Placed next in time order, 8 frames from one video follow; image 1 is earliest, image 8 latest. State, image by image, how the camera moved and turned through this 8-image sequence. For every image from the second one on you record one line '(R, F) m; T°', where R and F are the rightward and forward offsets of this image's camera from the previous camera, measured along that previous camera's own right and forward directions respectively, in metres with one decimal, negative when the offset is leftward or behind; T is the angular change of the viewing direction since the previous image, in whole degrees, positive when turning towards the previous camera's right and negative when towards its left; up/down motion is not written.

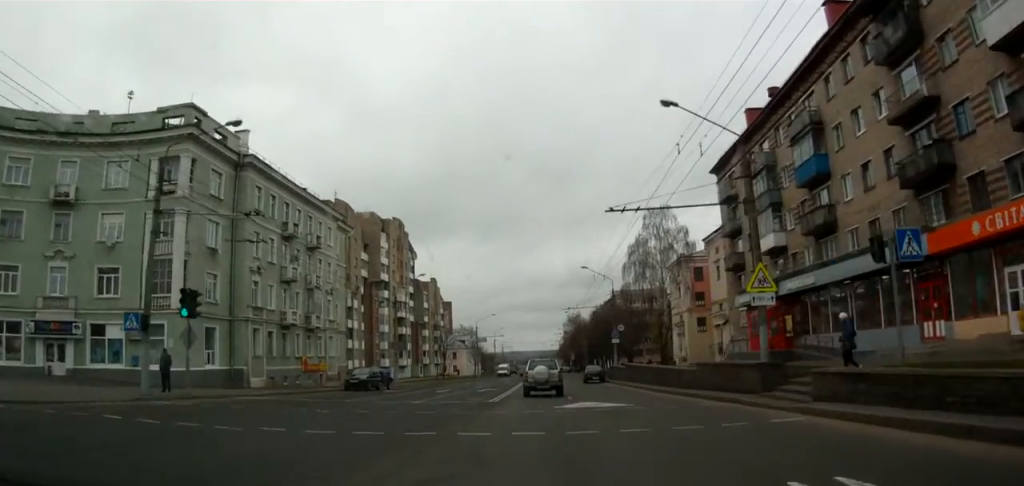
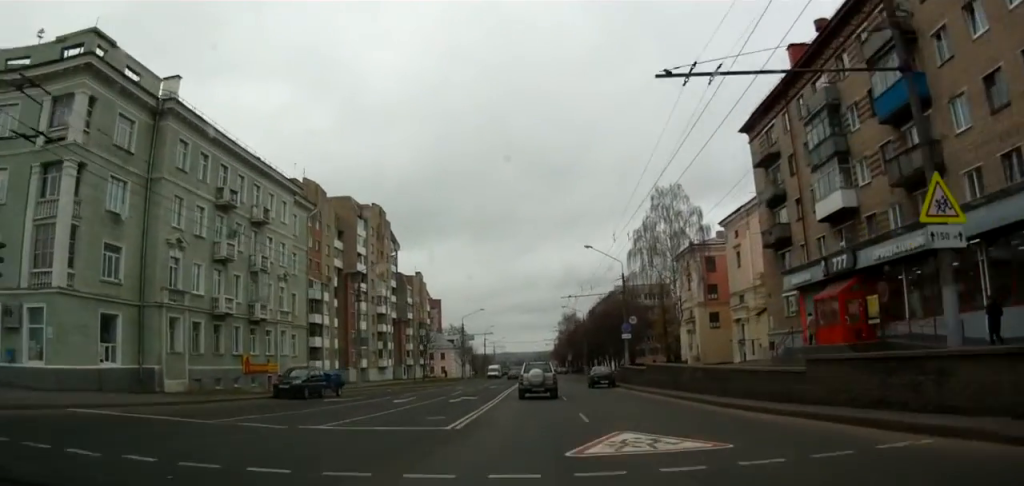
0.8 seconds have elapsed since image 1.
(+0.2, +10.7) m; +2°
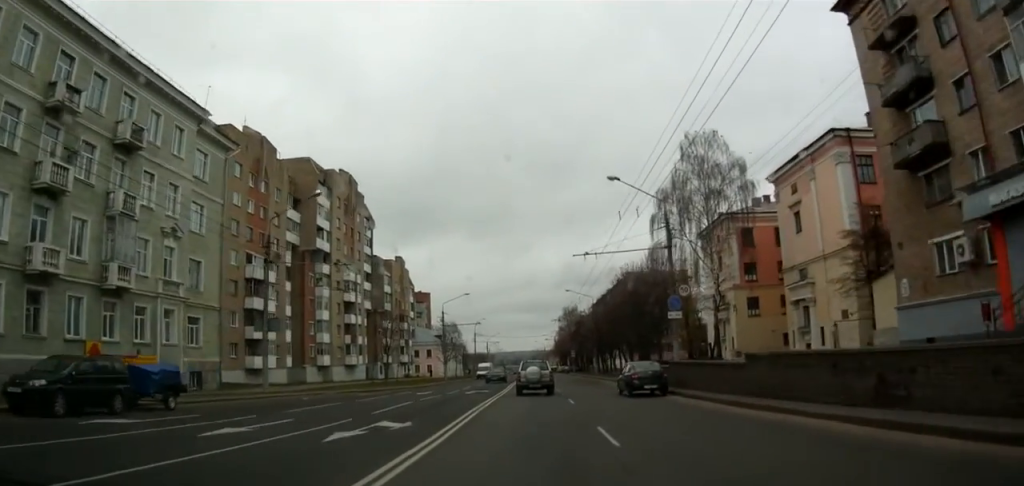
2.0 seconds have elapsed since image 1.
(+0.4, +17.6) m; +1°
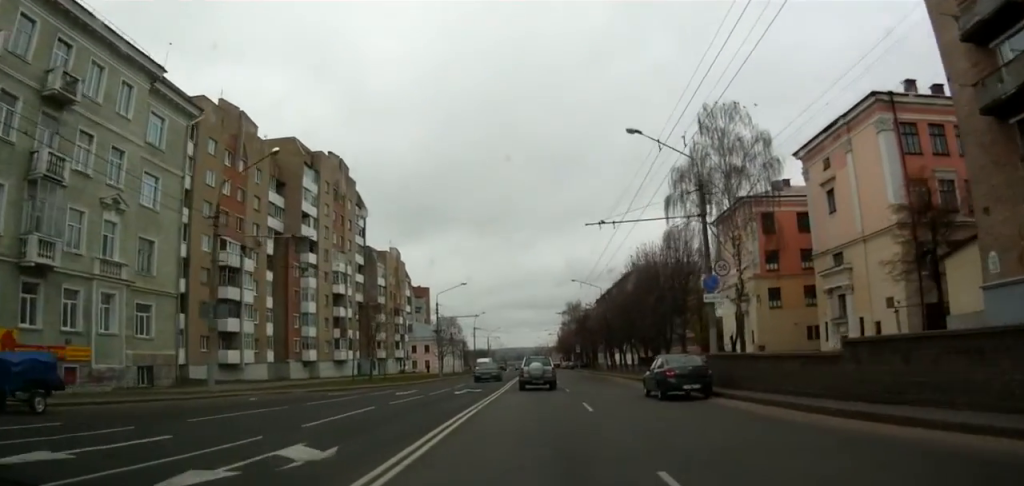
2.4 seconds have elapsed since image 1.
(0.0, +6.3) m; 0°
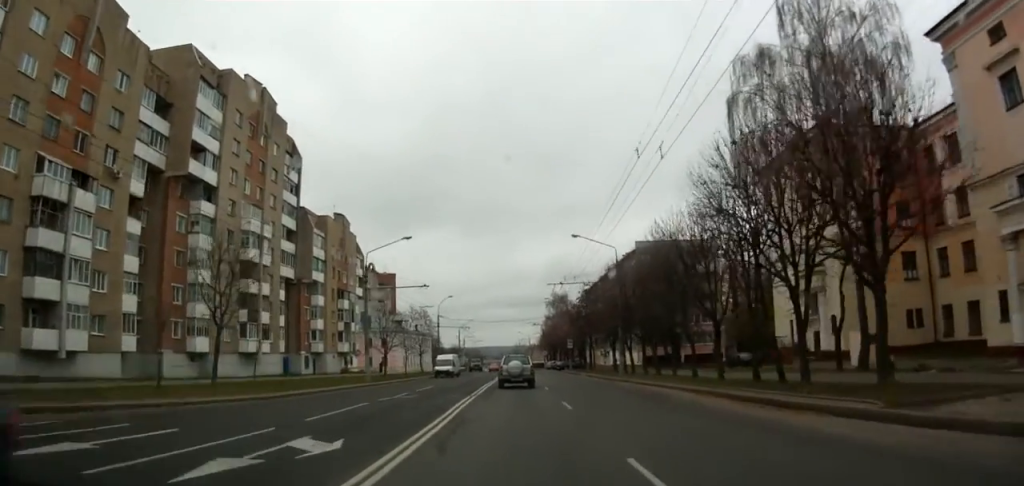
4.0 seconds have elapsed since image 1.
(0.0, +22.8) m; 0°
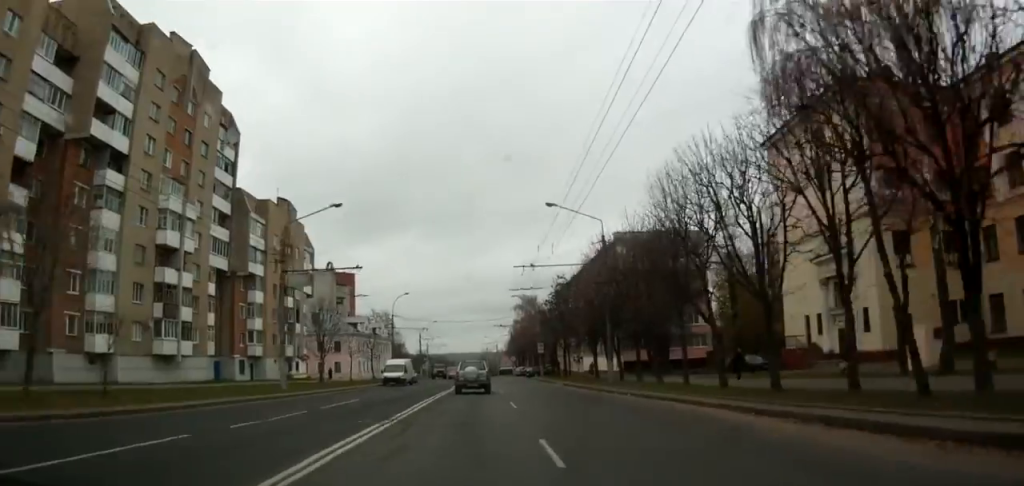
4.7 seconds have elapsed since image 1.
(0.0, +9.7) m; 0°
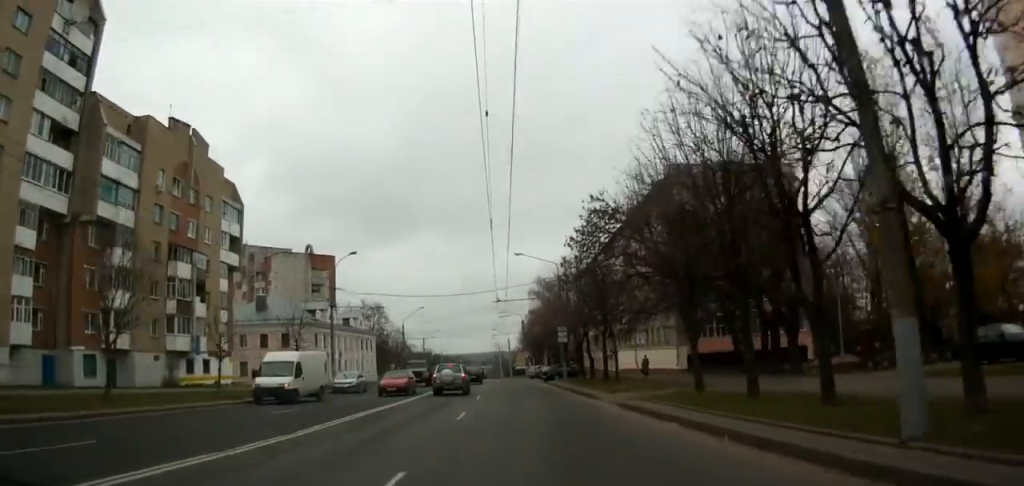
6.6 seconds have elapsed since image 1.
(0.0, +26.9) m; 0°
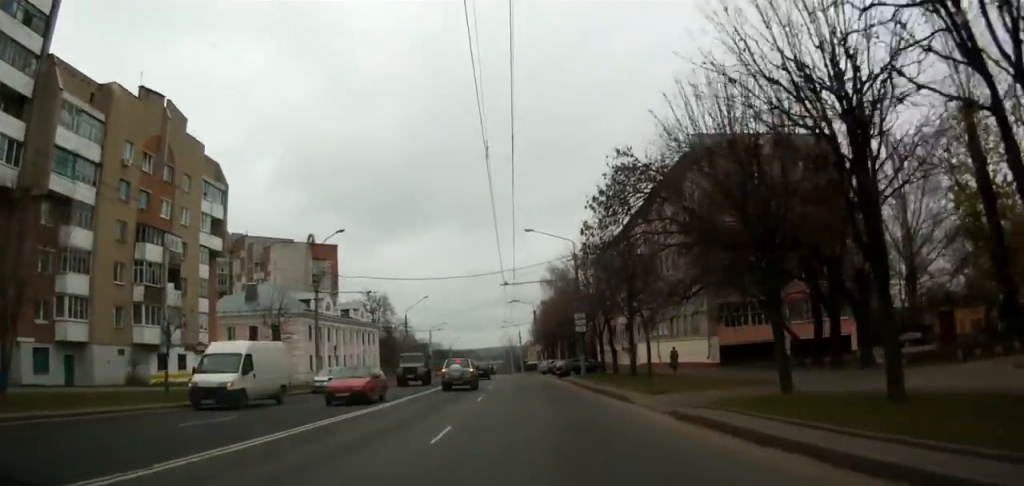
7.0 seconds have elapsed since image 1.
(0.0, +6.3) m; 0°
